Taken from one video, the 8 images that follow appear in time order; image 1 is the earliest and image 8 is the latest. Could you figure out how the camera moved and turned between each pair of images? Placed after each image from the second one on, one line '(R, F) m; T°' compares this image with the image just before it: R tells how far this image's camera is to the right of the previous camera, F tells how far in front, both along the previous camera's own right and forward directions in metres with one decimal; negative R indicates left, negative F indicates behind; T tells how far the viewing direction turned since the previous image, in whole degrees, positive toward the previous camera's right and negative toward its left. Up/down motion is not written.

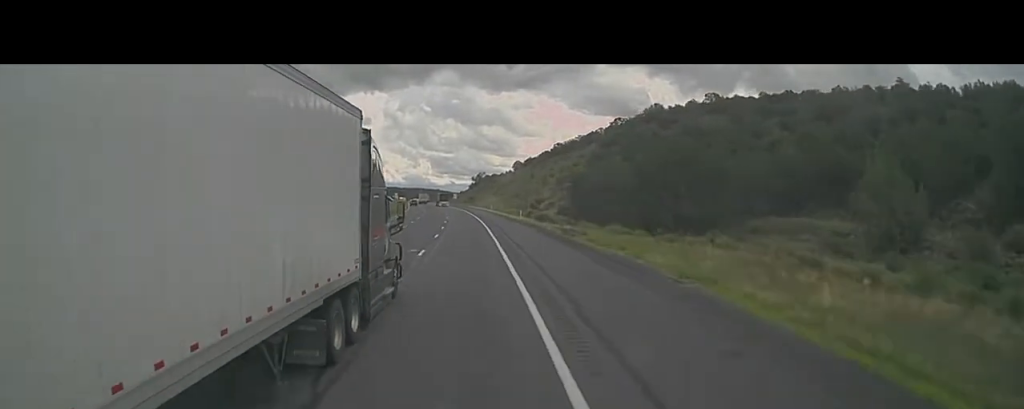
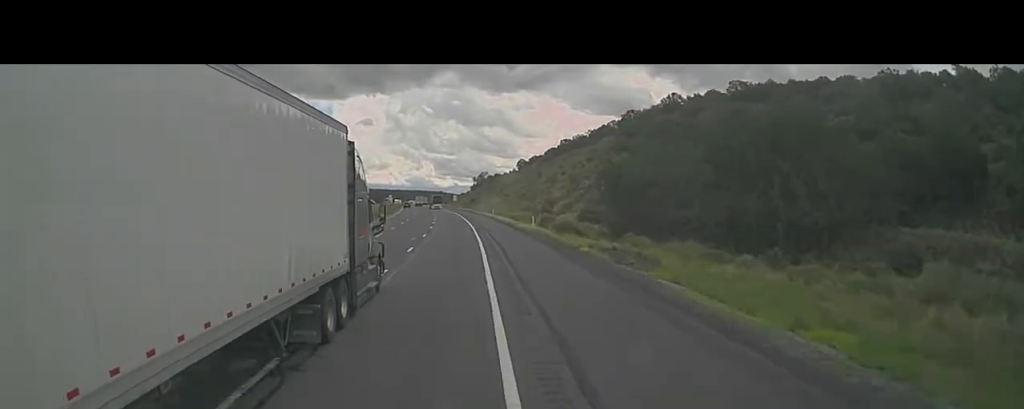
(-0.4, +21.7) m; -2°
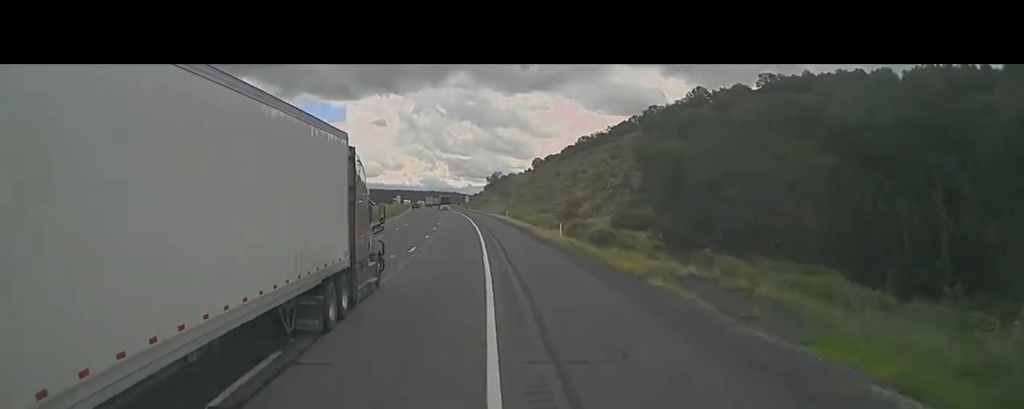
(-0.1, +12.5) m; -1°
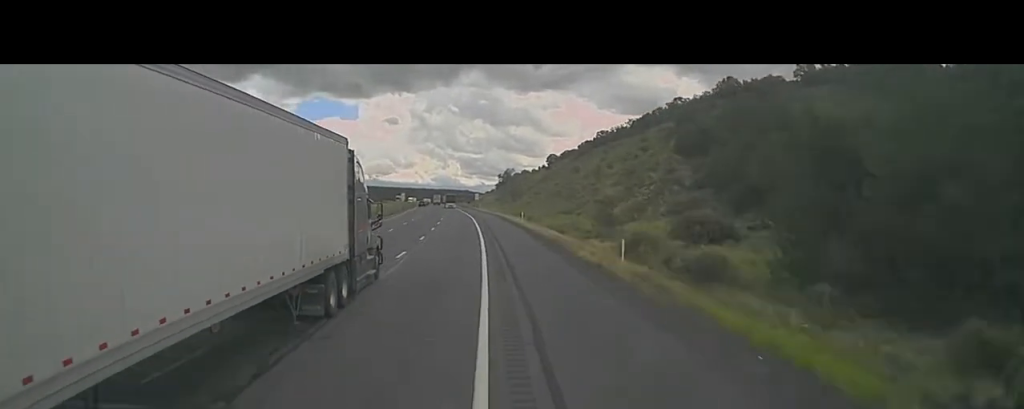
(-0.3, +16.7) m; -1°
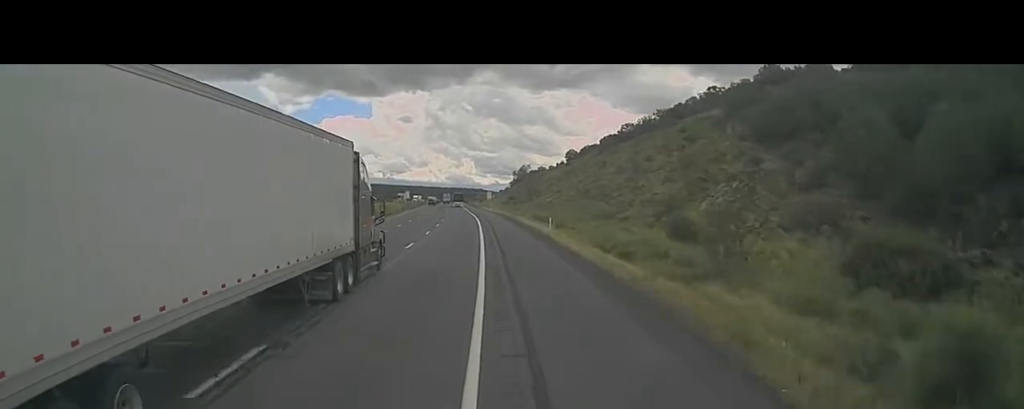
(-0.1, +20.0) m; -1°
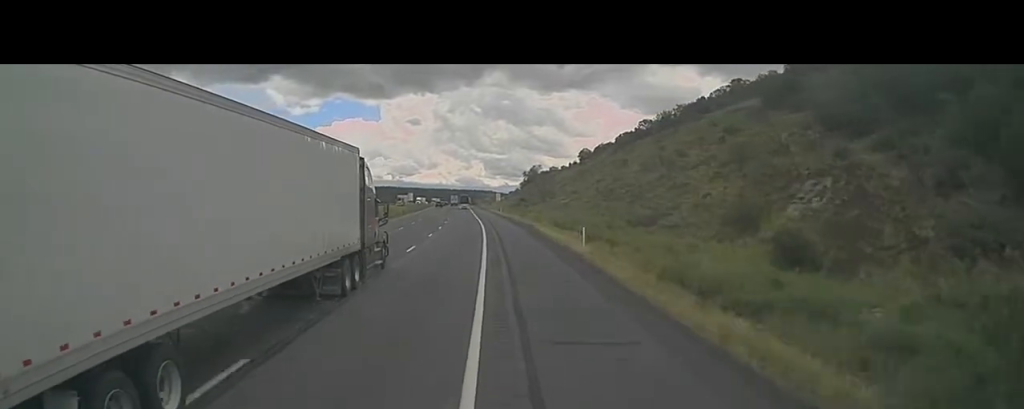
(0.0, +12.5) m; -1°
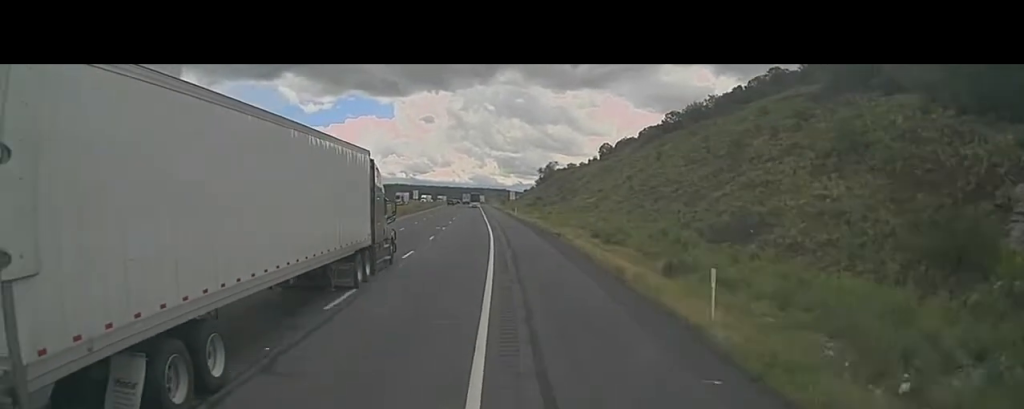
(-0.4, +16.6) m; -1°
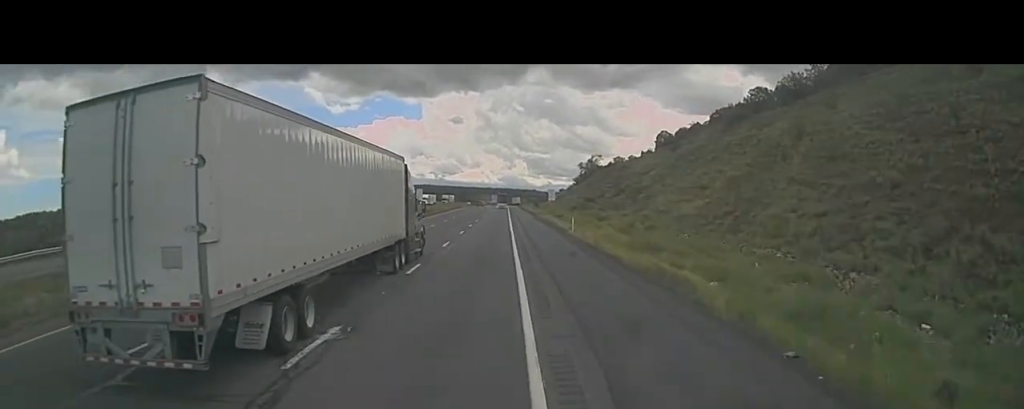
(-0.7, +42.5) m; -2°
